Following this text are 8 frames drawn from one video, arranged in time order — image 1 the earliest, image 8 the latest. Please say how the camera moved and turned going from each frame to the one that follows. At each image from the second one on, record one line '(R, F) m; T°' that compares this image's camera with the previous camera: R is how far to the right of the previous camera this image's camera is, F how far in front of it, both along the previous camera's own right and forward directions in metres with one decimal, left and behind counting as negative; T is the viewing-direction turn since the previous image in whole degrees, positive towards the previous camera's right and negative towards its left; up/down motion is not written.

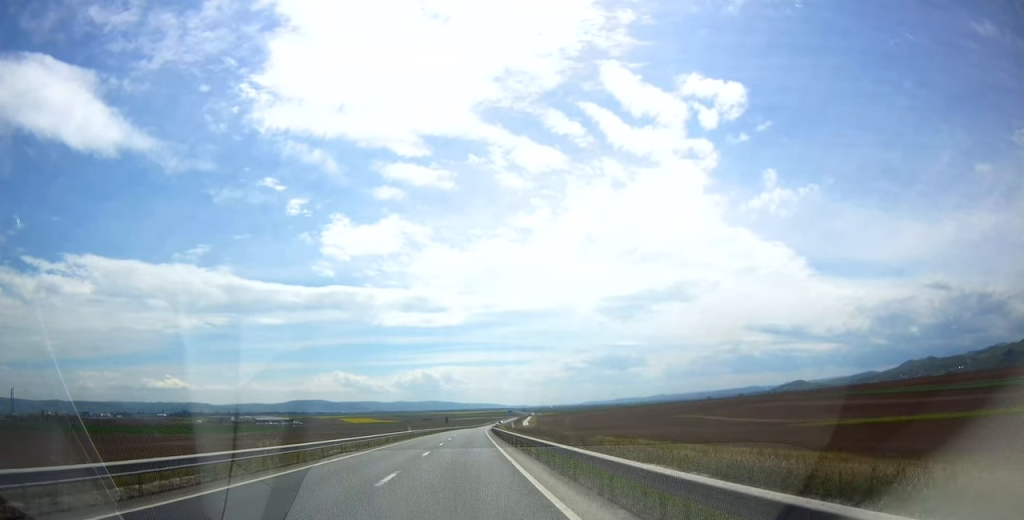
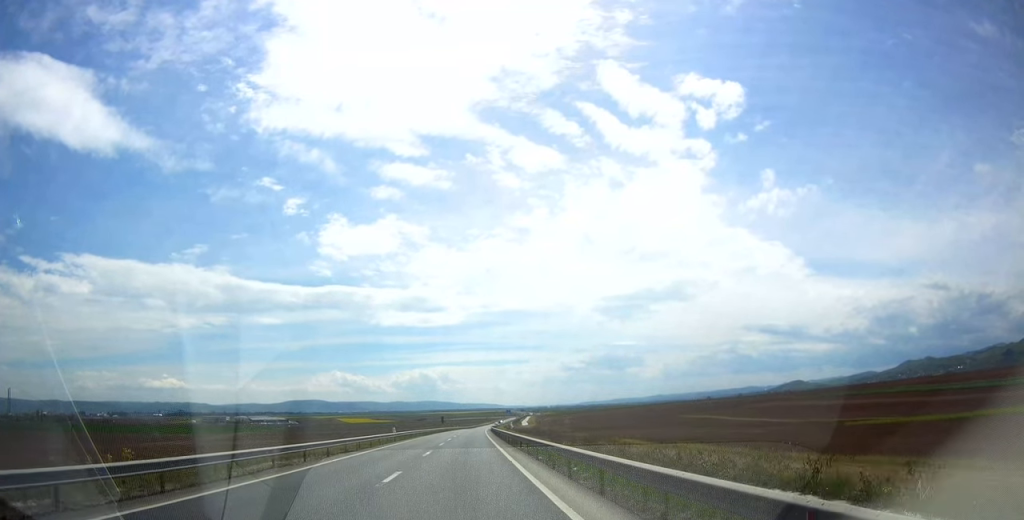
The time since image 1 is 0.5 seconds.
(0.0, +11.6) m; 0°
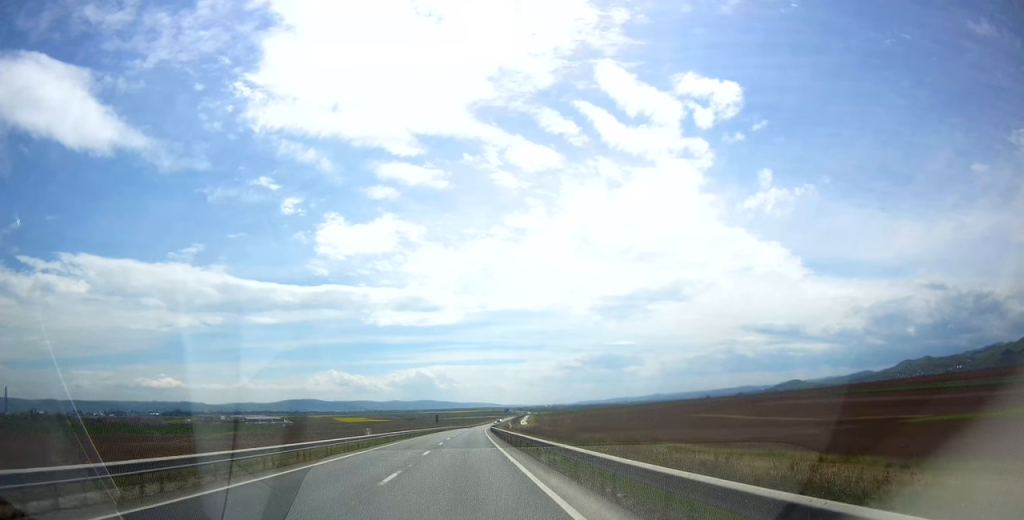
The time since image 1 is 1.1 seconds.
(0.0, +12.5) m; +1°
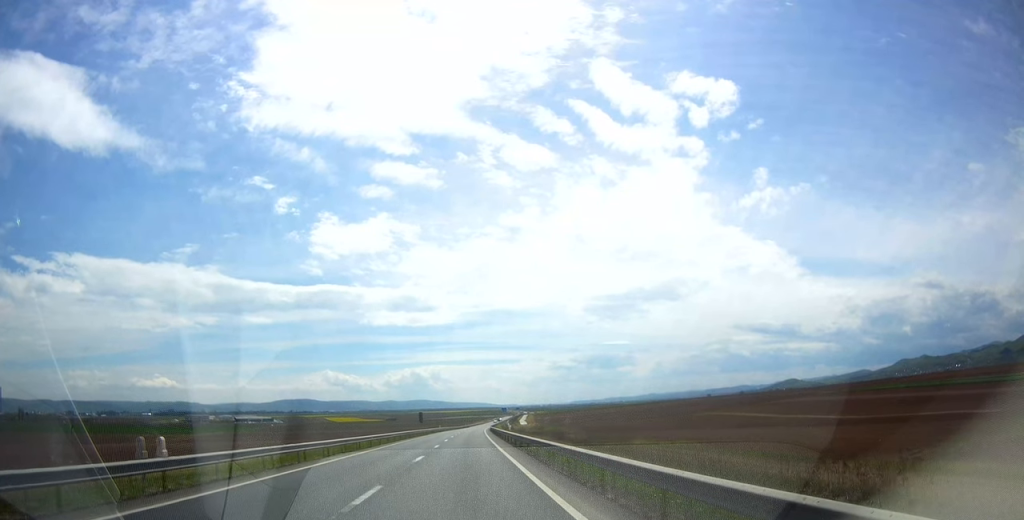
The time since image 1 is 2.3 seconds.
(+0.5, +27.9) m; +1°
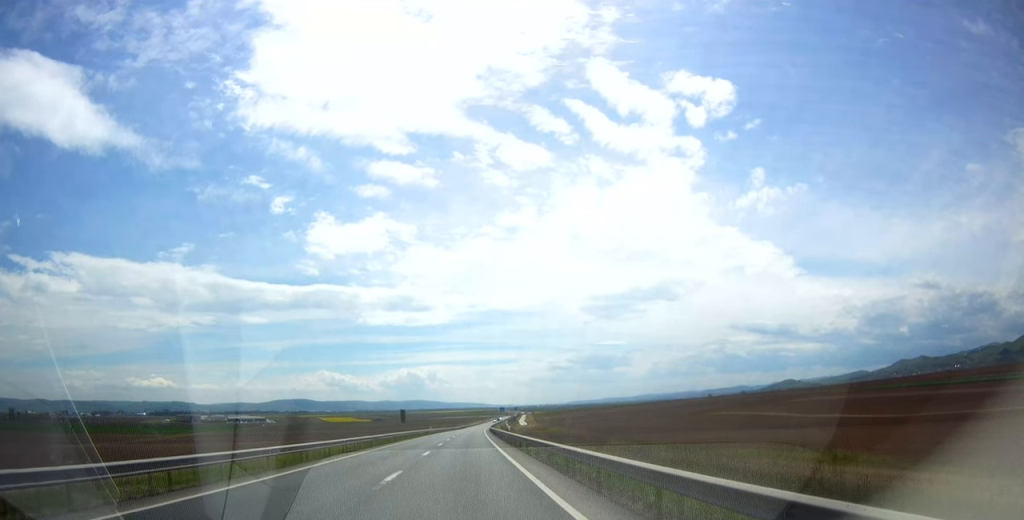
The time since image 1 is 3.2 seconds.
(0.0, +20.0) m; 0°
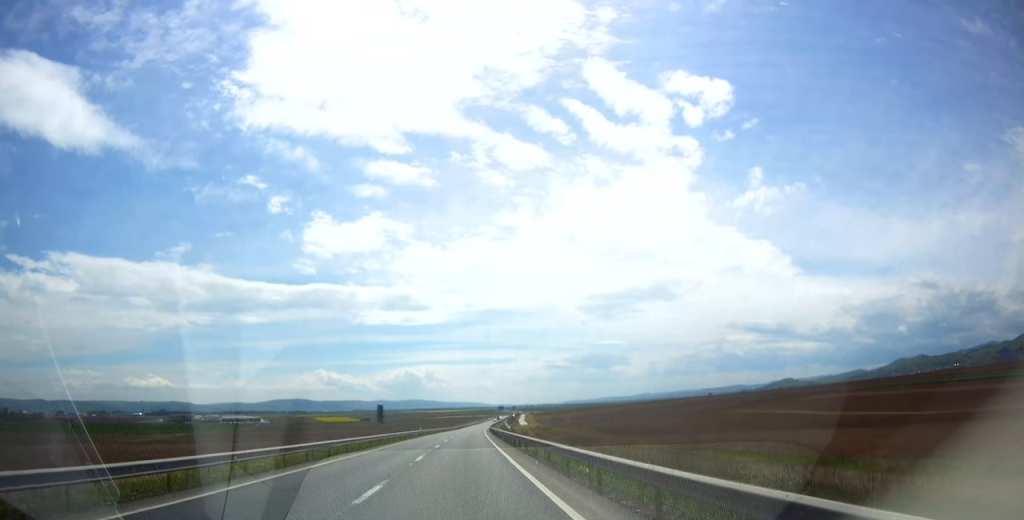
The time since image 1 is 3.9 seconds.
(-0.1, +15.5) m; 0°
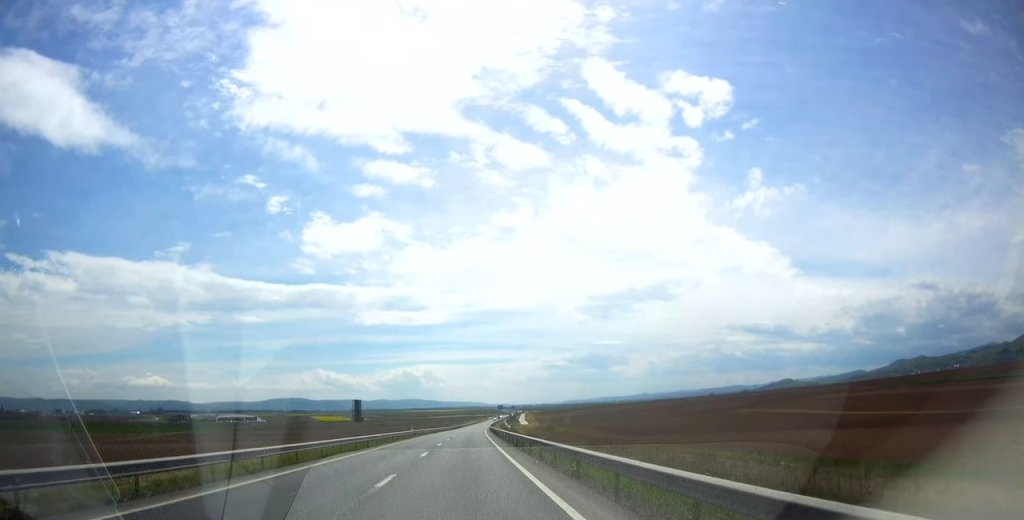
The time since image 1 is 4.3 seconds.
(-0.1, +10.0) m; +1°
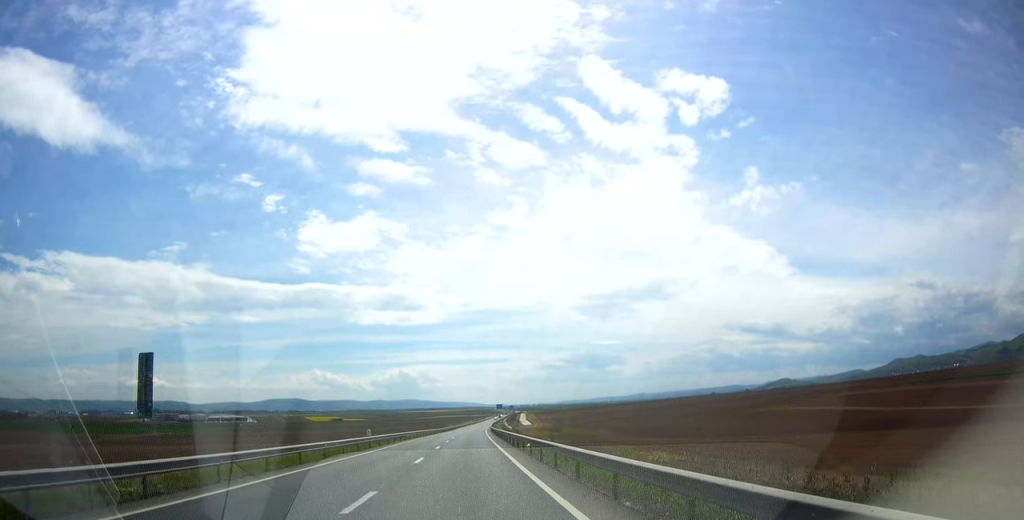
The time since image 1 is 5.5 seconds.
(+0.6, +27.5) m; 0°
